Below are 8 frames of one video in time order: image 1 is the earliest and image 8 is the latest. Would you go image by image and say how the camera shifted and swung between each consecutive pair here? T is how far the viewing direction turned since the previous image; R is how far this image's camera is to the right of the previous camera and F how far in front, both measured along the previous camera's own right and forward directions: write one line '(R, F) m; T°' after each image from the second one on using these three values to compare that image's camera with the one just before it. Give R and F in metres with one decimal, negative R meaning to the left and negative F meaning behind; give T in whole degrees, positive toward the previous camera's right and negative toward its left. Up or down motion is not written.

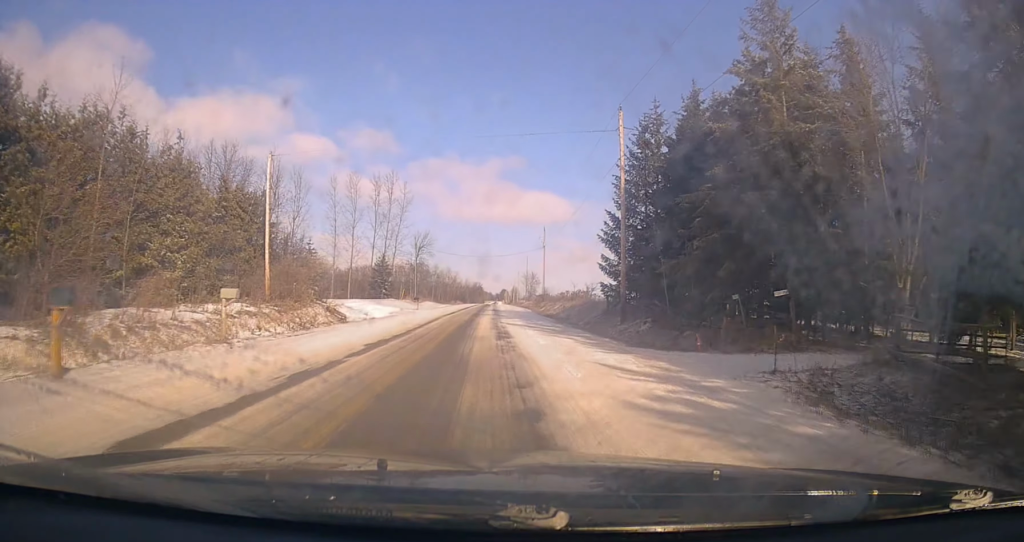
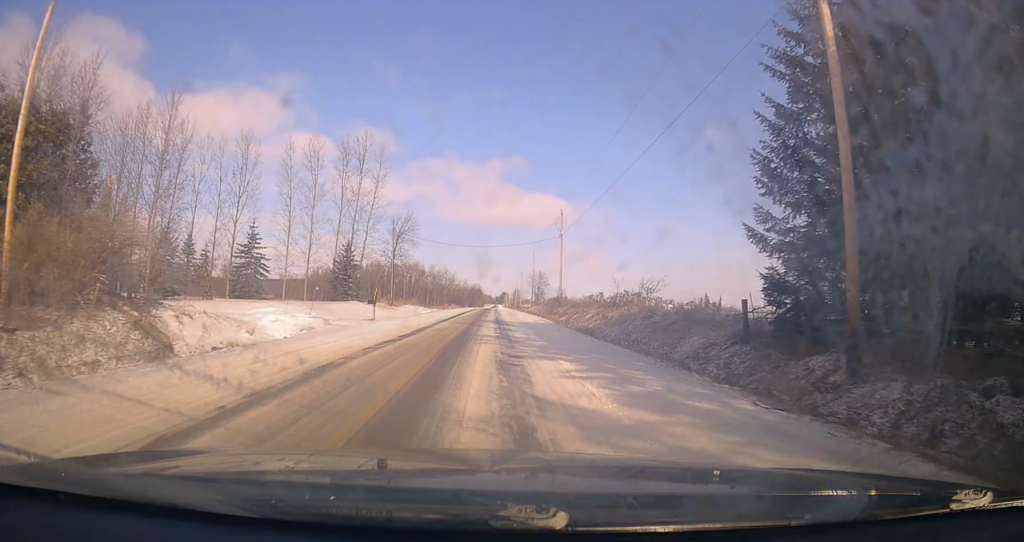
(-0.1, +22.6) m; 0°
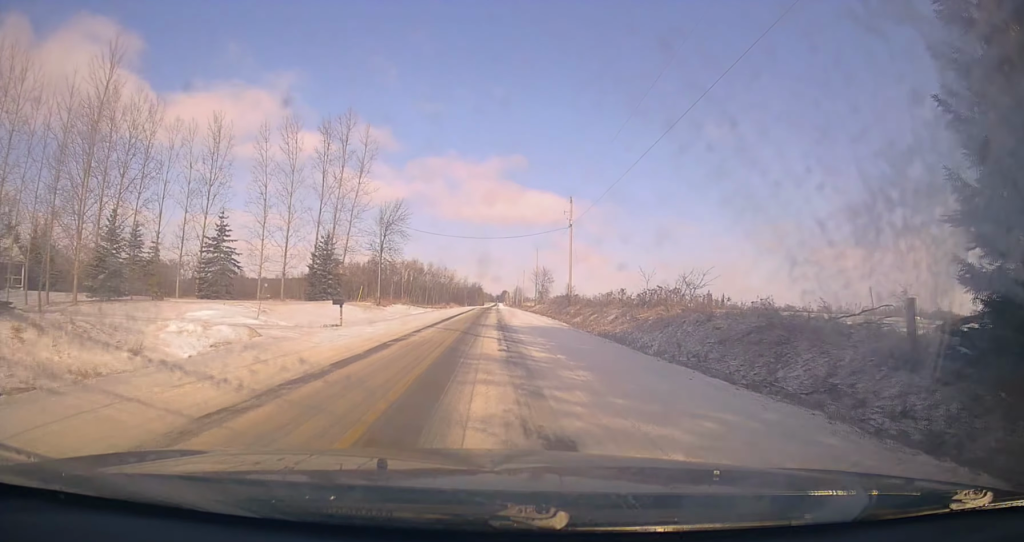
(+0.2, +8.3) m; 0°
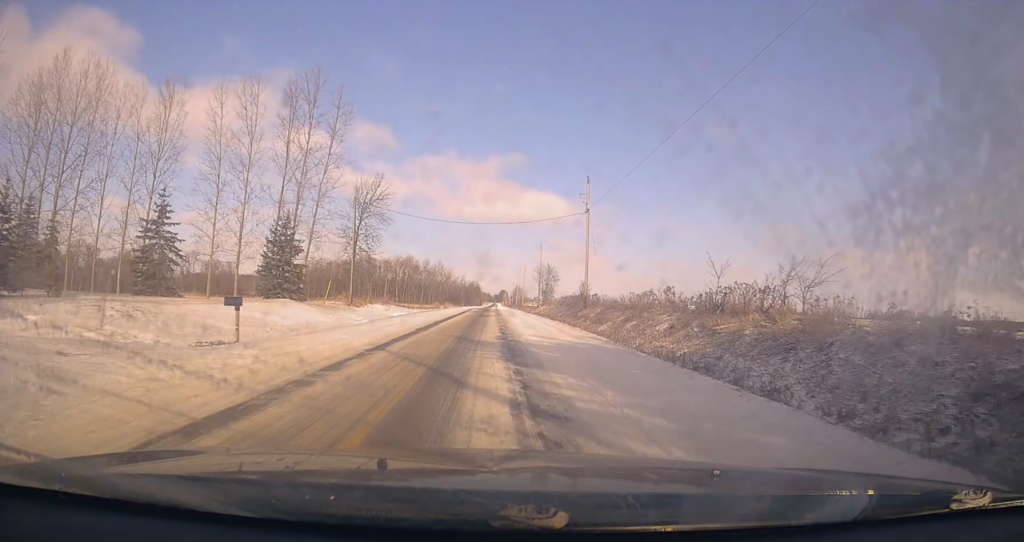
(-0.3, +11.3) m; 0°
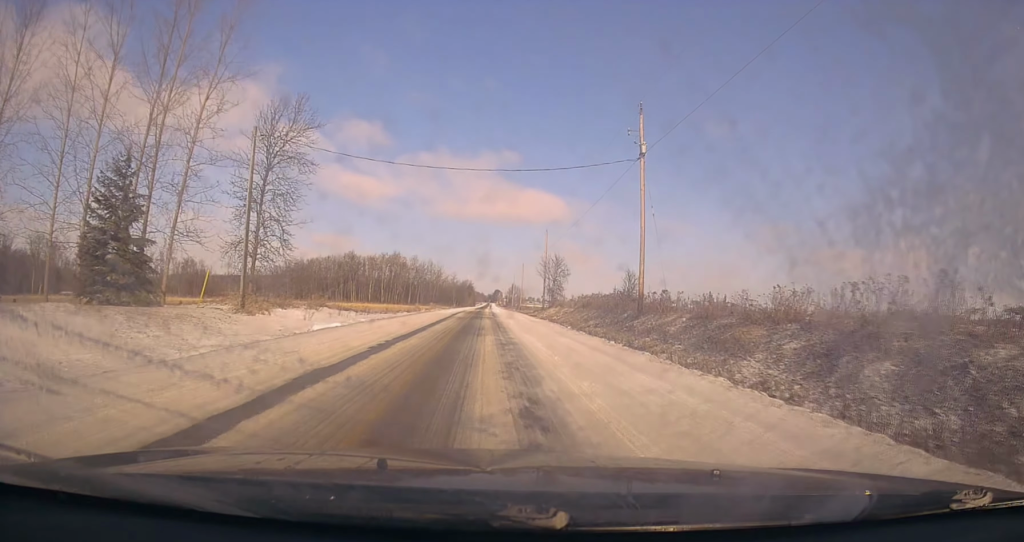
(+0.1, +21.5) m; +1°
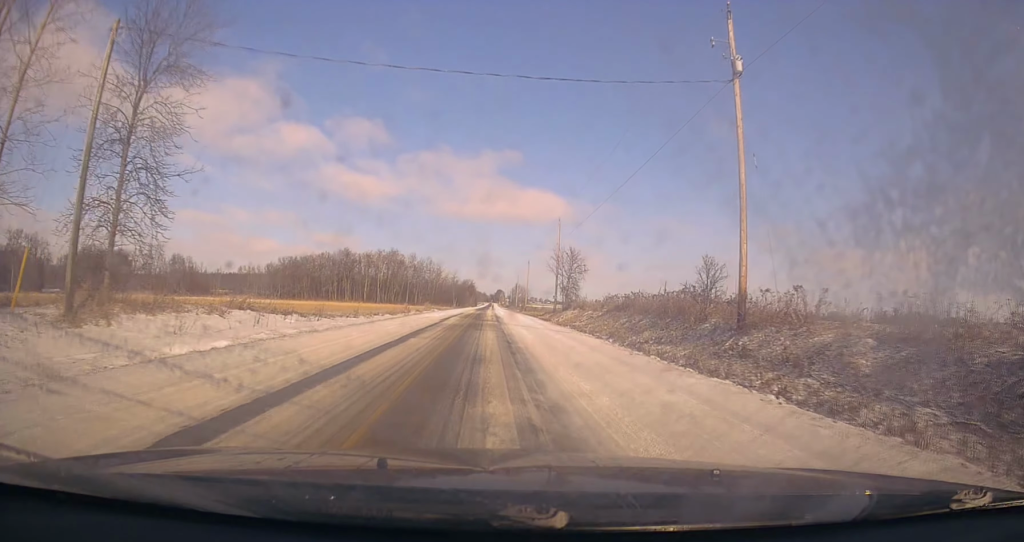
(+0.1, +13.3) m; 0°
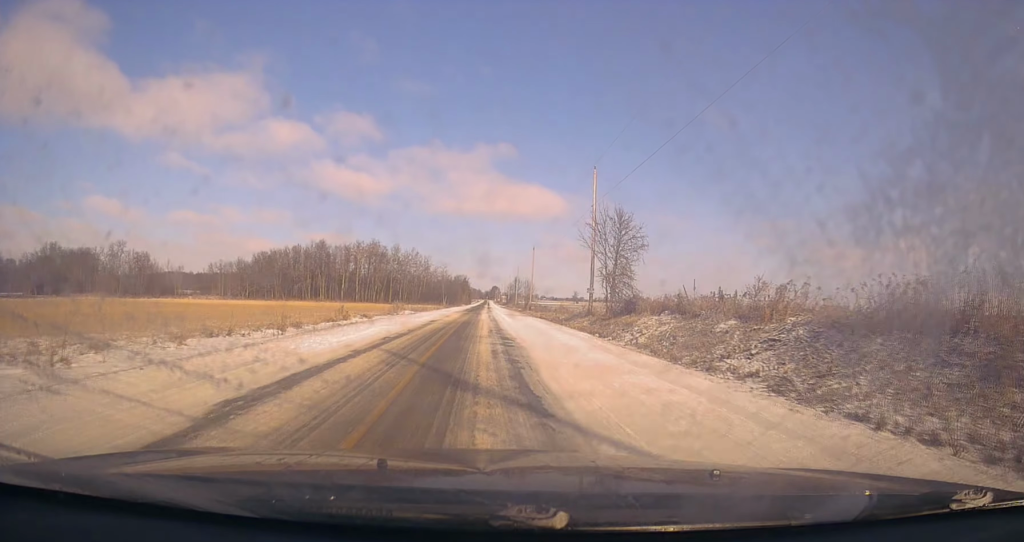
(-0.3, +28.4) m; -1°
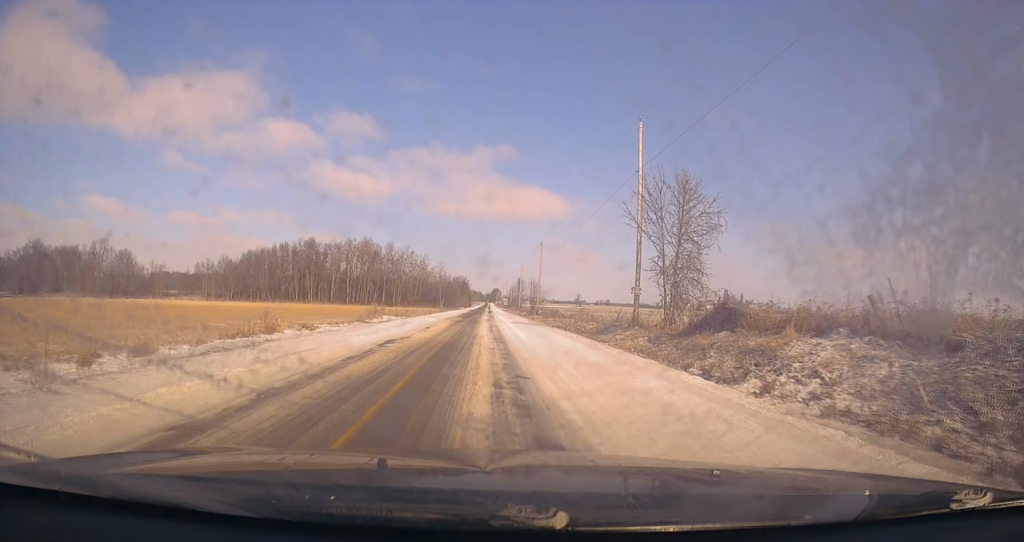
(-0.2, +14.3) m; +1°
